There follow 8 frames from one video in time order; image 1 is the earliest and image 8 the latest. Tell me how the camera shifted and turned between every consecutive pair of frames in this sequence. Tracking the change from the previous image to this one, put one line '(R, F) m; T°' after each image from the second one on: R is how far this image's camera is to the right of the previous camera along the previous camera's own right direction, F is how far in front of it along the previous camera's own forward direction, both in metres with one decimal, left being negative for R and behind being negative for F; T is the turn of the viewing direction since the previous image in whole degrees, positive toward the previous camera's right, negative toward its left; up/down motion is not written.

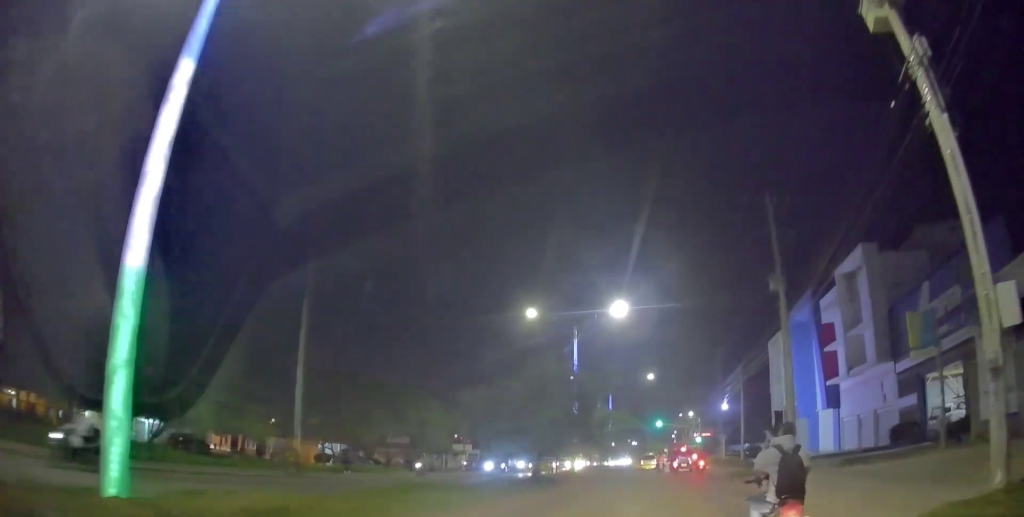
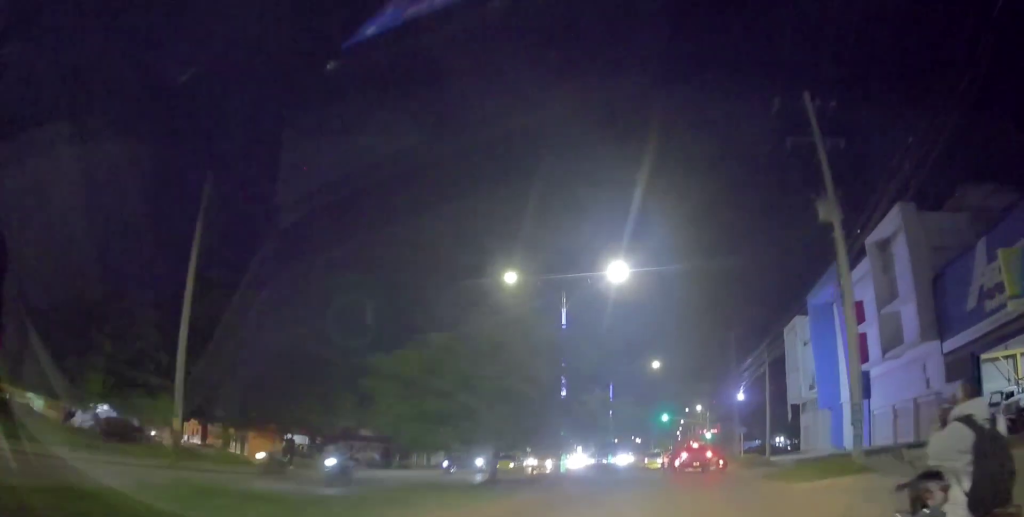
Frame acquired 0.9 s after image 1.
(-0.9, +7.7) m; 0°
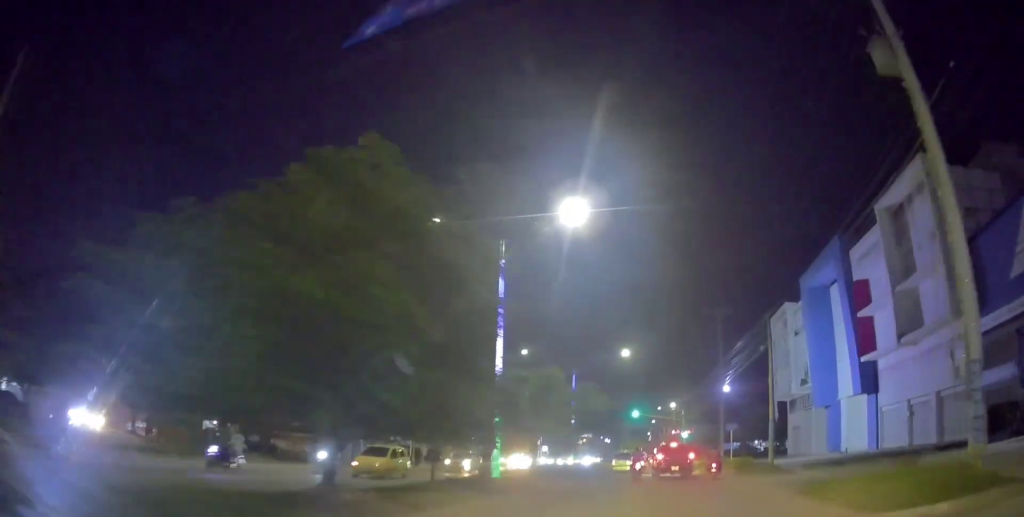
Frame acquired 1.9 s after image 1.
(+0.9, +8.3) m; +8°
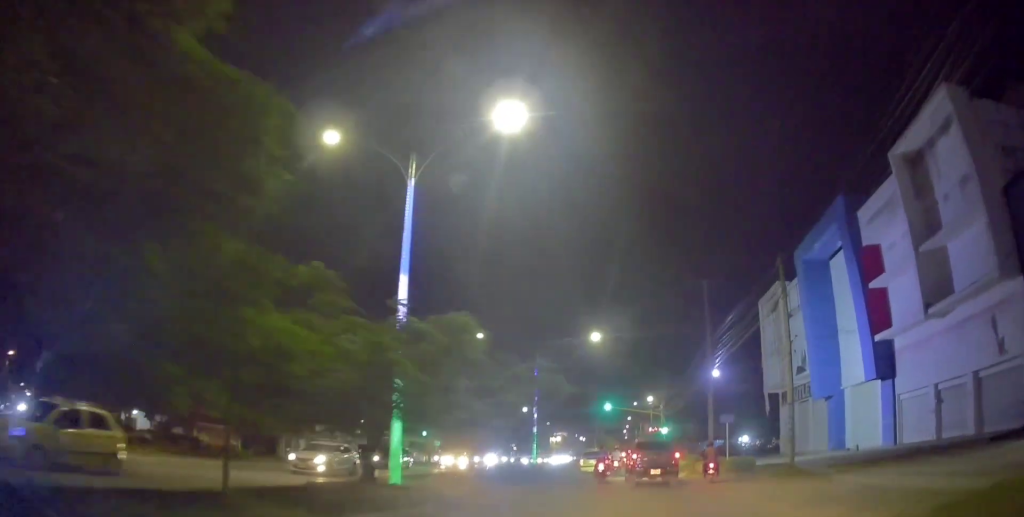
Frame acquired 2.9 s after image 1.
(+0.2, +7.7) m; -2°
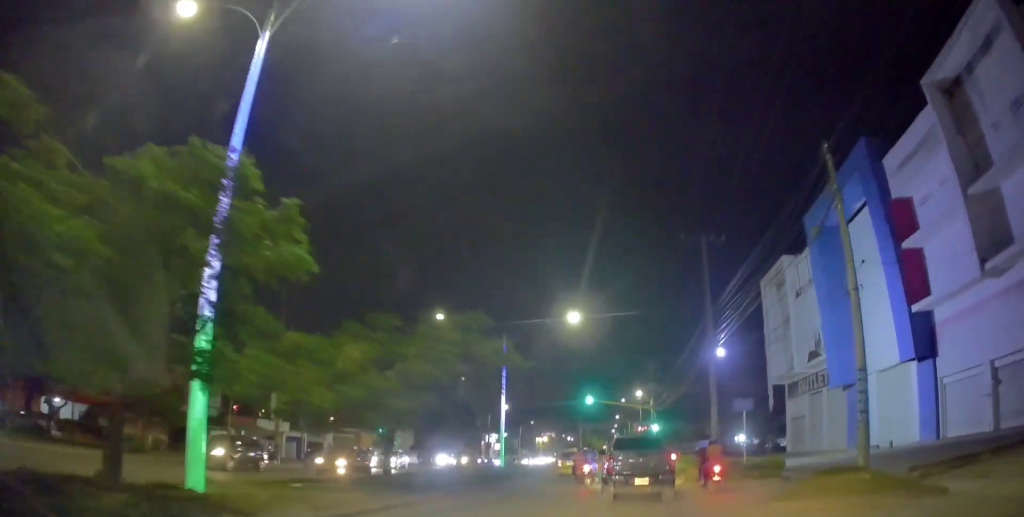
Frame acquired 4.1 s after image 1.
(-0.4, +7.9) m; +1°
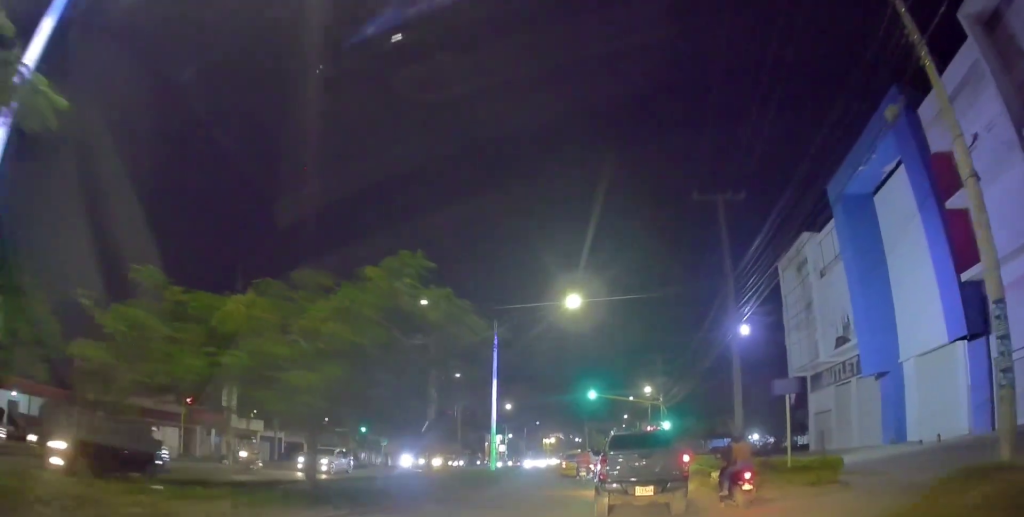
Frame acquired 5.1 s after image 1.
(+0.4, +5.4) m; +1°
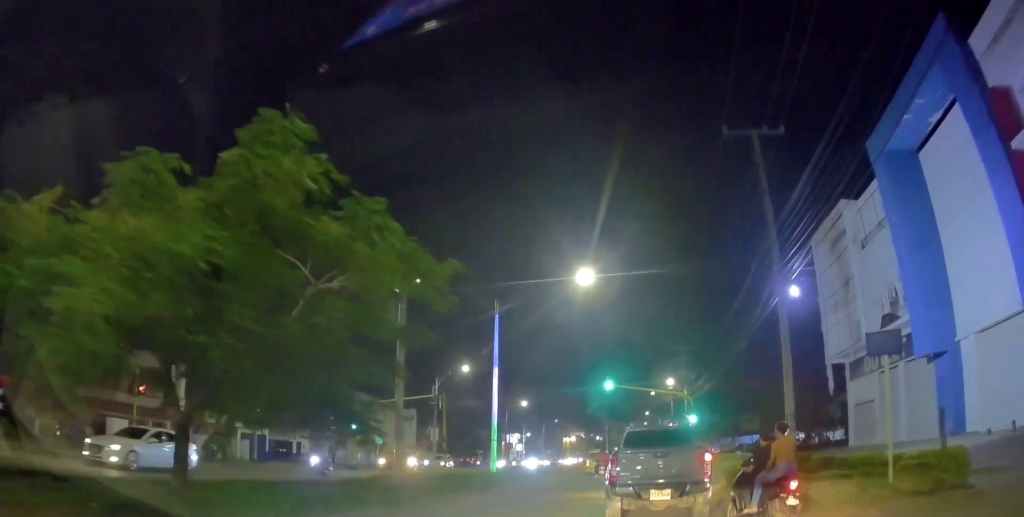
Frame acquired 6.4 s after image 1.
(-0.3, +5.3) m; -3°
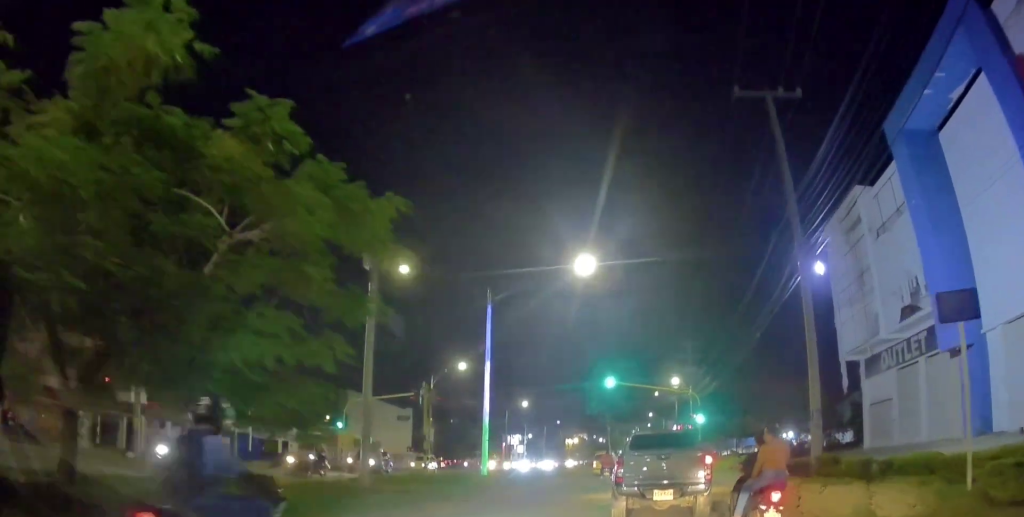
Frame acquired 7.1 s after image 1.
(0.0, +2.6) m; 0°
